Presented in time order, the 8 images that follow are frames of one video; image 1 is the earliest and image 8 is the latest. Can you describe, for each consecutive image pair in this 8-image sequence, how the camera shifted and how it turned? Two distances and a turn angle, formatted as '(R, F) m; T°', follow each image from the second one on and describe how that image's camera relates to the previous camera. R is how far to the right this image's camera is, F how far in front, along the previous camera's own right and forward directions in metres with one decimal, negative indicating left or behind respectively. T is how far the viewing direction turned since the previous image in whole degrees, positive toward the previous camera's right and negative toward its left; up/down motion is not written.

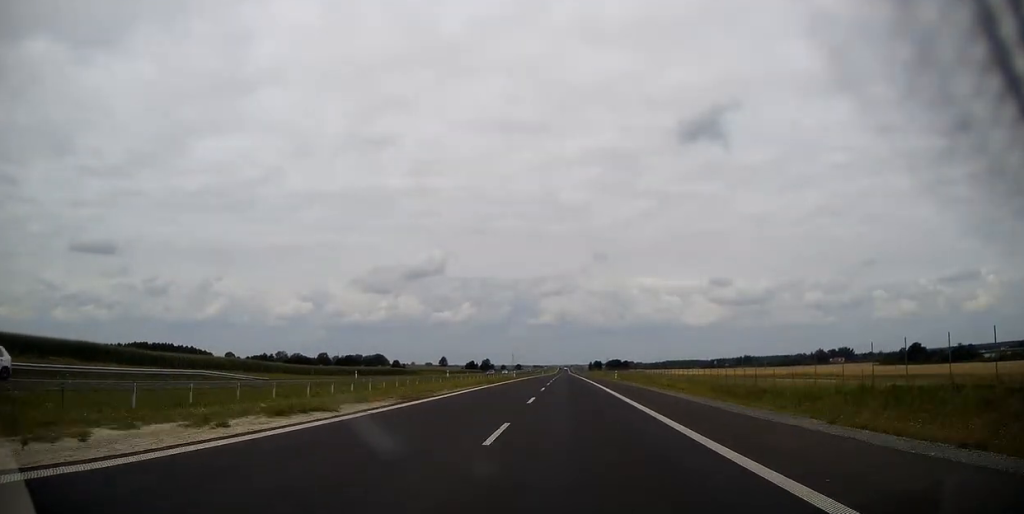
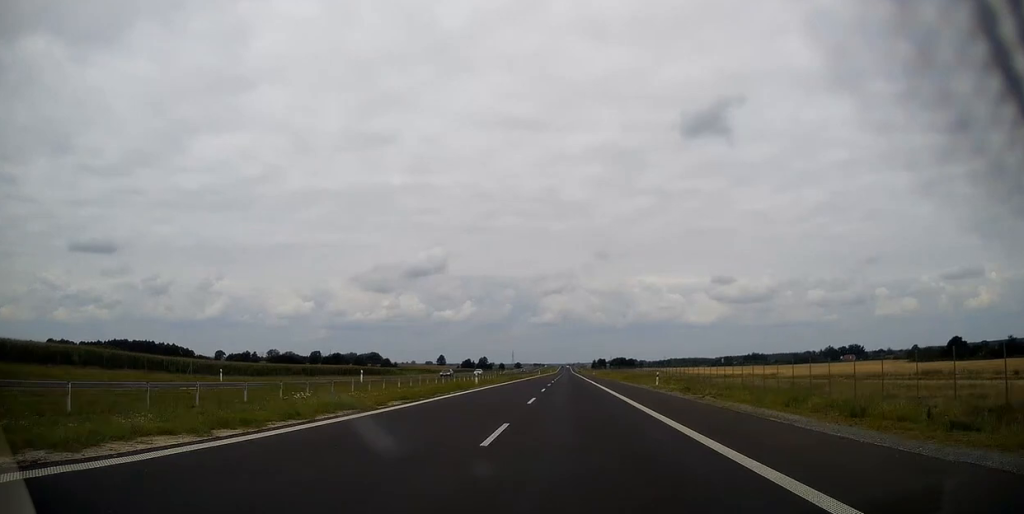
(-0.4, +36.0) m; 0°
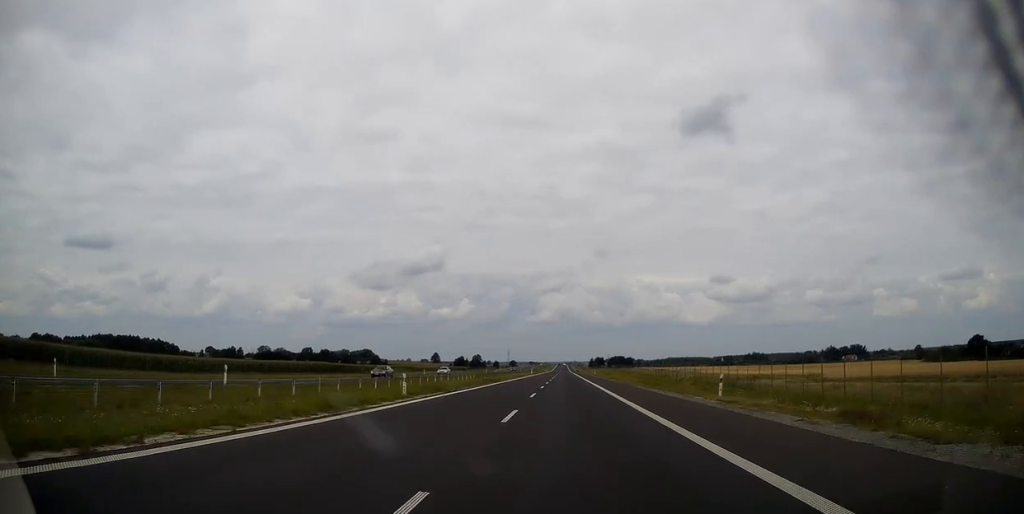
(+0.1, +19.7) m; 0°
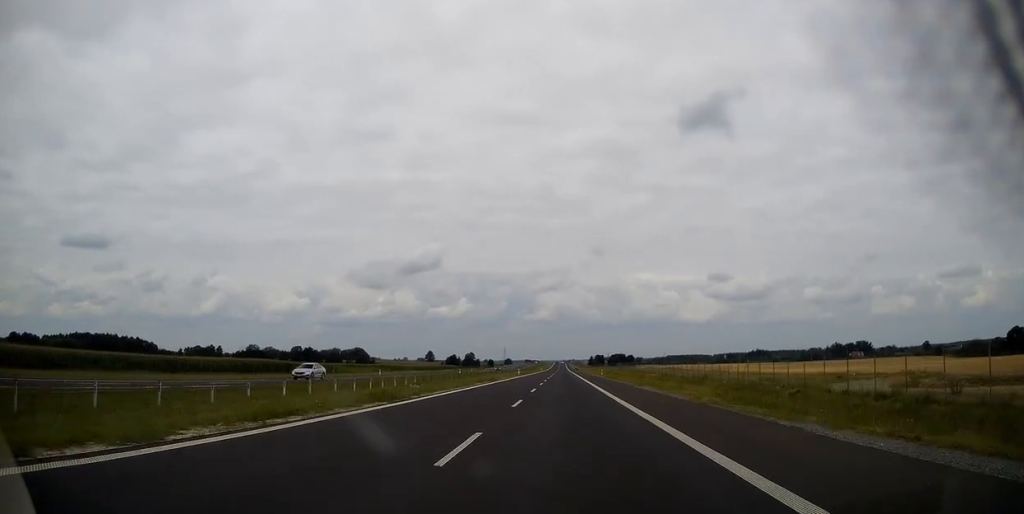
(+0.1, +30.2) m; 0°
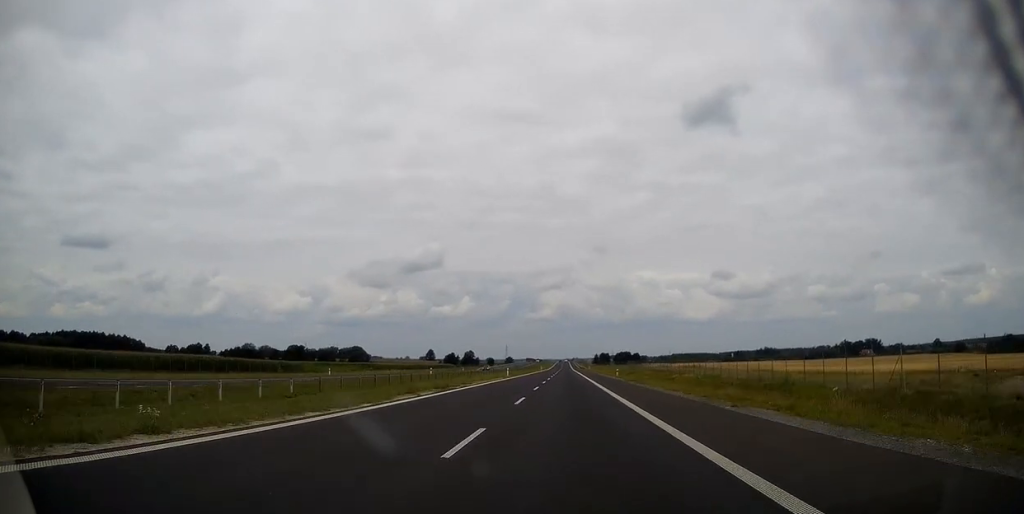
(+0.1, +23.3) m; 0°
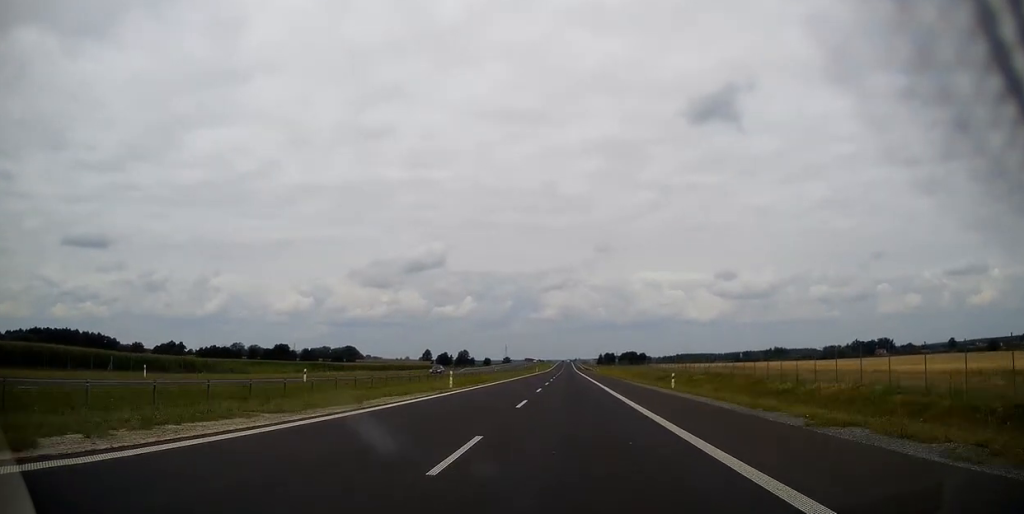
(-0.4, +37.2) m; 0°
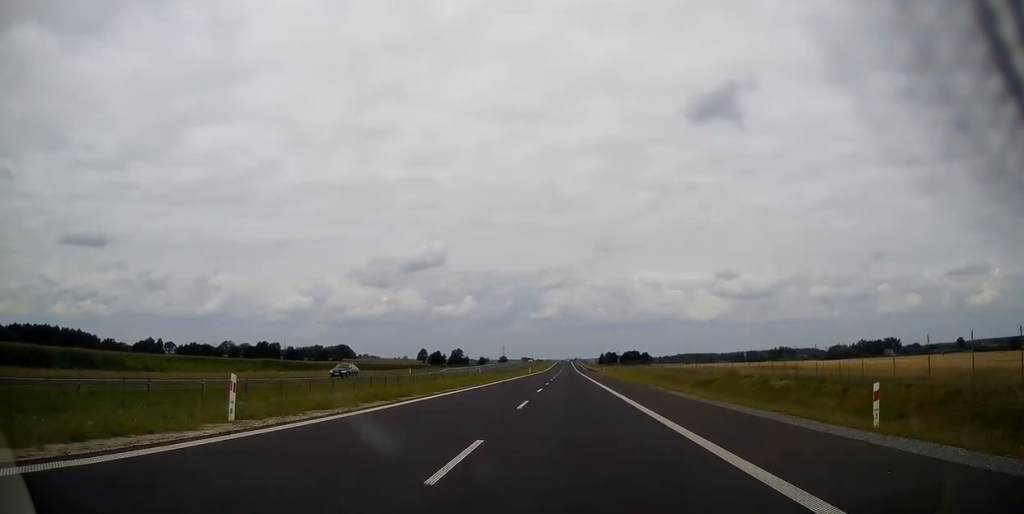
(0.0, +24.4) m; 0°
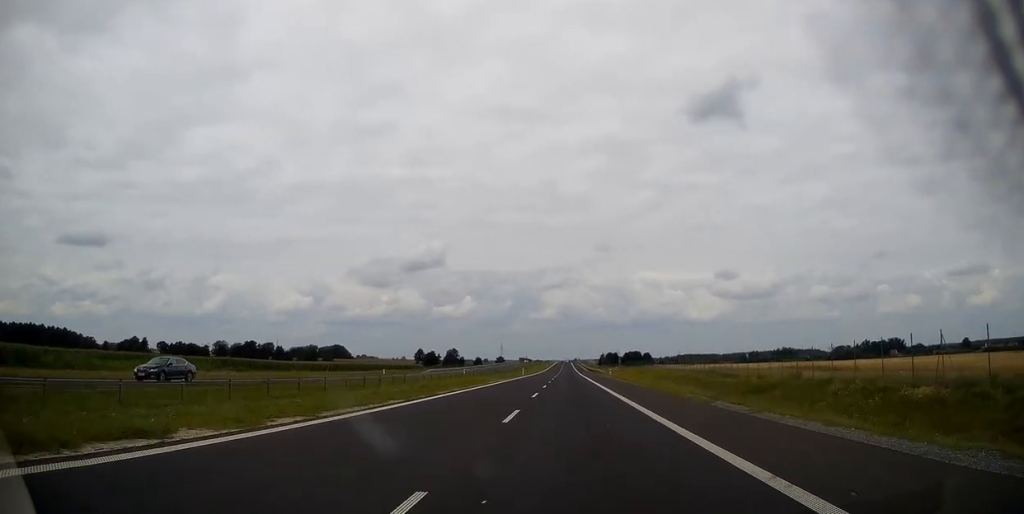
(+0.1, +16.3) m; 0°
